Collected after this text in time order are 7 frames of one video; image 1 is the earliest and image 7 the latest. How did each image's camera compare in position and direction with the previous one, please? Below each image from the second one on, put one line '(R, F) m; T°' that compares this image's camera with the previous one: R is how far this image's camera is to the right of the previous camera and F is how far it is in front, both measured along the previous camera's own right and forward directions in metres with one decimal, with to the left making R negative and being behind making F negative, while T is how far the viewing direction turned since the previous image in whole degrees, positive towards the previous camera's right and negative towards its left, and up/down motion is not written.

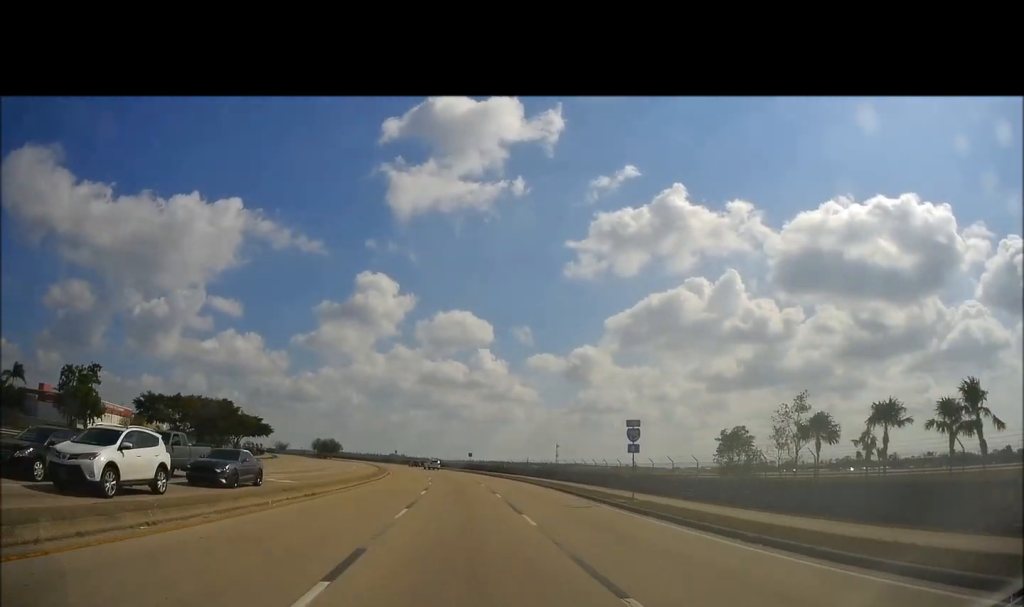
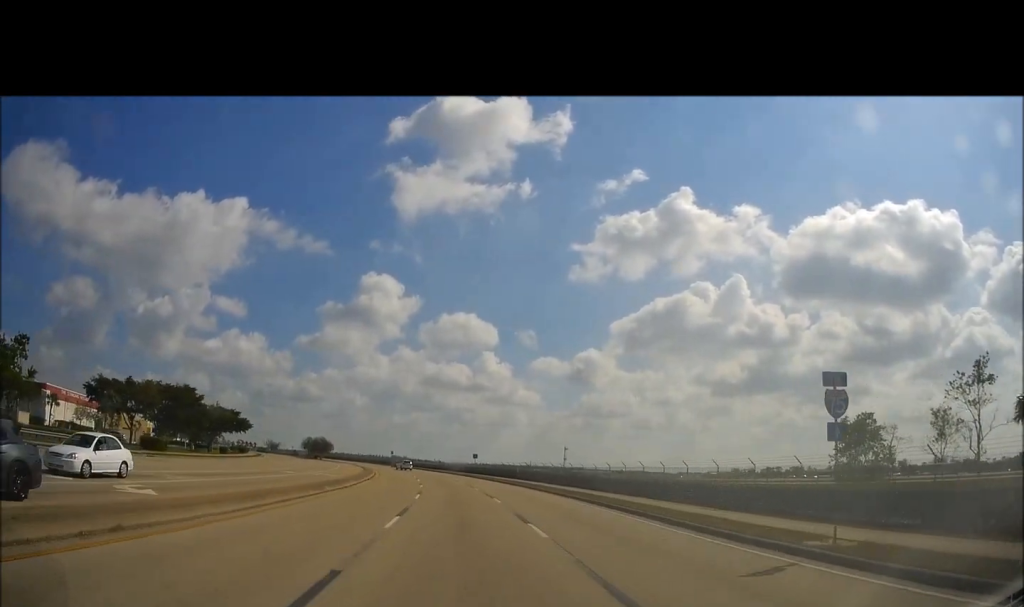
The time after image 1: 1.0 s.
(+0.3, +14.6) m; +1°
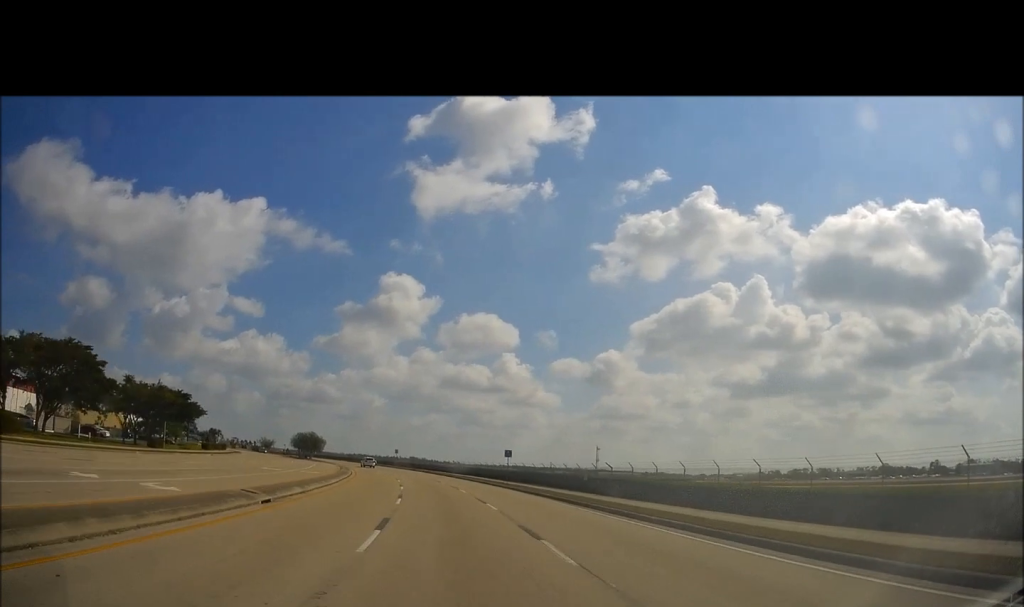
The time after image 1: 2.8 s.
(-0.8, +28.0) m; -2°
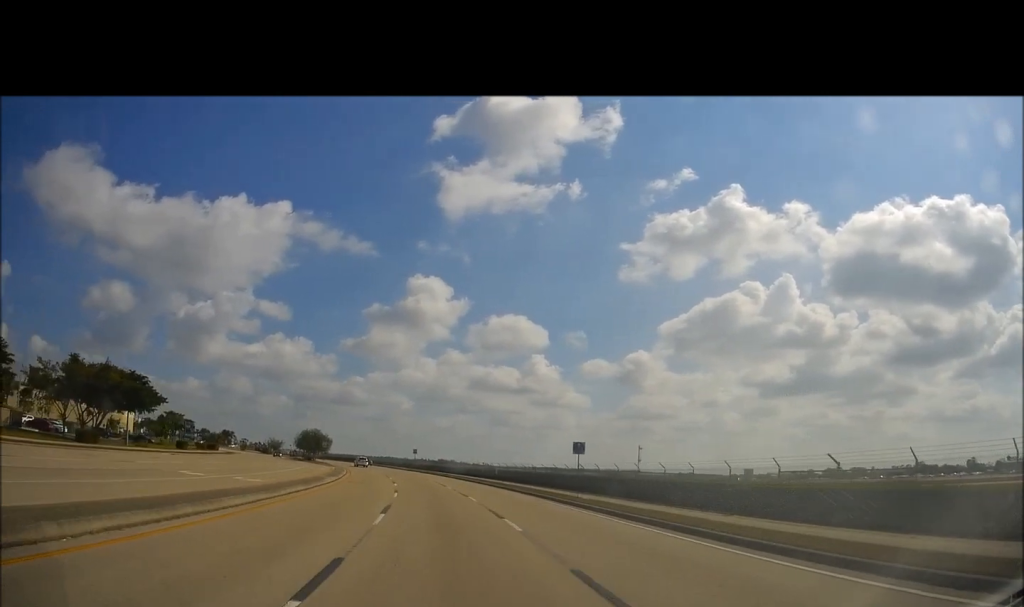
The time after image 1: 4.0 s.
(+0.1, +19.0) m; -2°
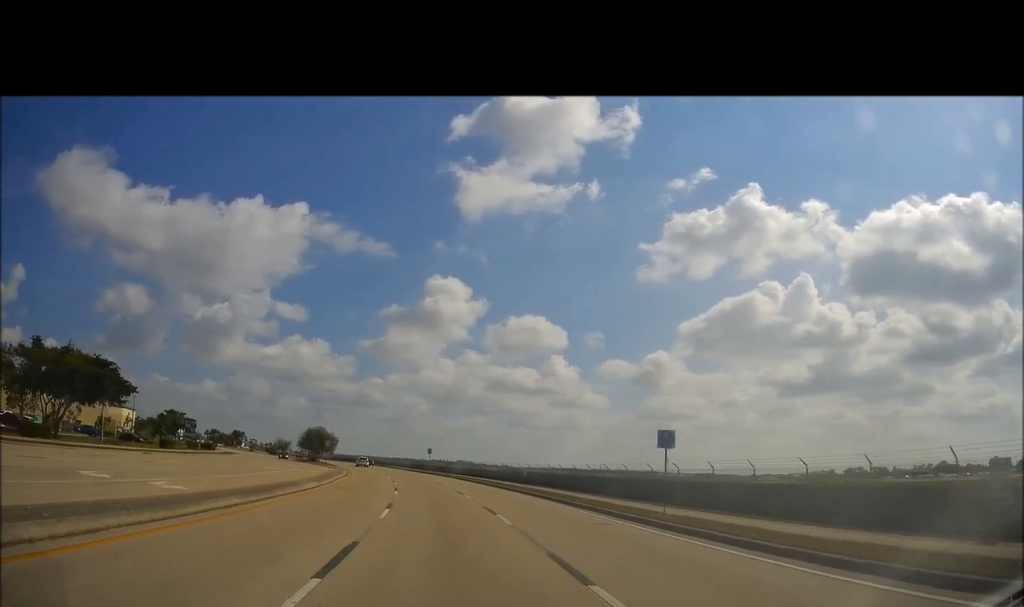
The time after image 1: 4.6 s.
(-0.4, +10.1) m; -1°
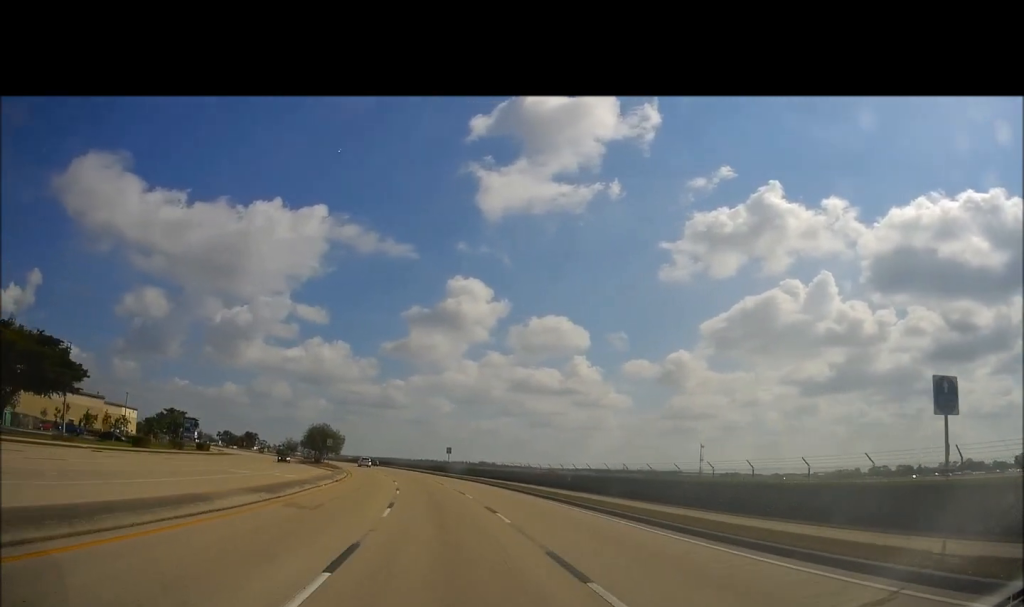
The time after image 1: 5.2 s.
(-0.2, +11.3) m; -2°
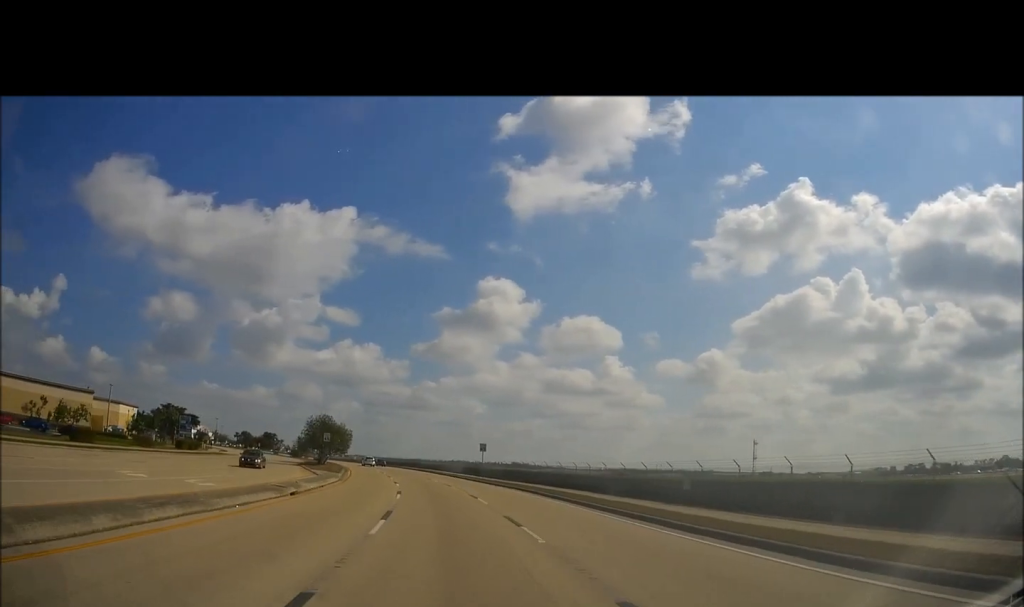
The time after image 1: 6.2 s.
(0.0, +16.2) m; -3°
